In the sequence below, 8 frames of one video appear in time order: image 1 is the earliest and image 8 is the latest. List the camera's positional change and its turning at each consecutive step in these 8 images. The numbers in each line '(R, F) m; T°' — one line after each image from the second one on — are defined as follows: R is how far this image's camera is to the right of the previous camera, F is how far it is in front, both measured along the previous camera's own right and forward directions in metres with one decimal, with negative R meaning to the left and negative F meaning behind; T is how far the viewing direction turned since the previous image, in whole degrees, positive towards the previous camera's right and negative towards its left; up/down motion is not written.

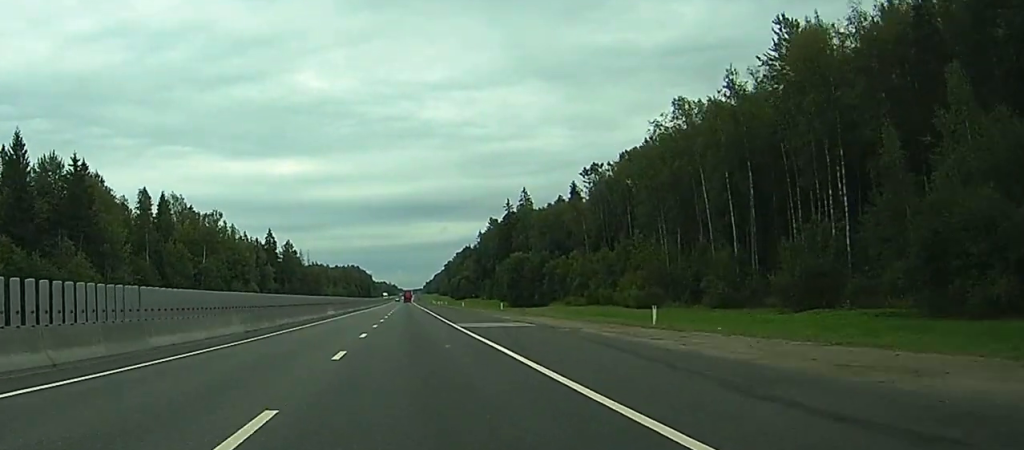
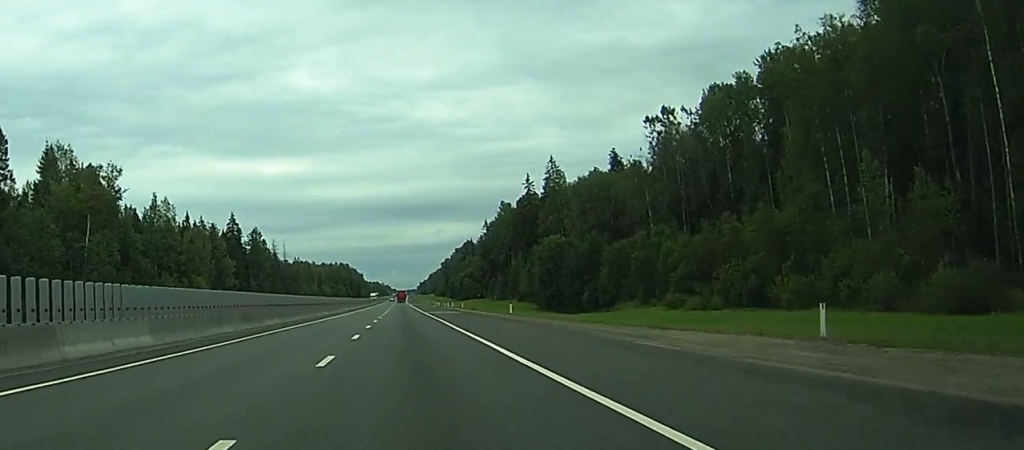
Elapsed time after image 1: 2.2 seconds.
(+0.3, +61.2) m; +1°
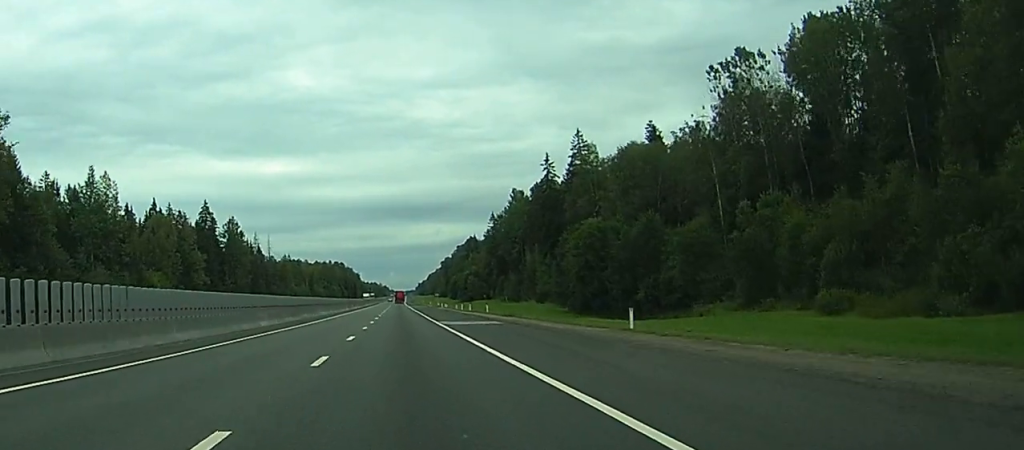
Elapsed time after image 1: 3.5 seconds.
(+0.2, +34.9) m; 0°
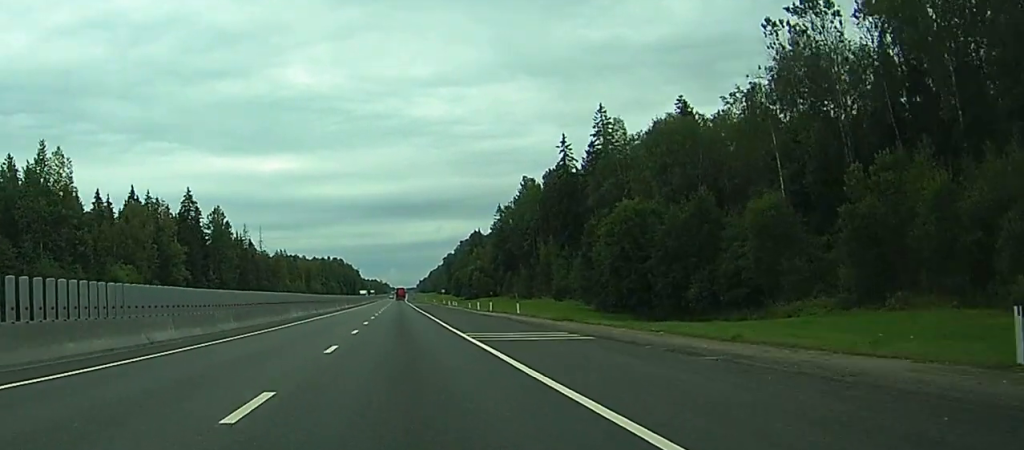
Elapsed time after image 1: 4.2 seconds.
(+0.1, +20.2) m; 0°
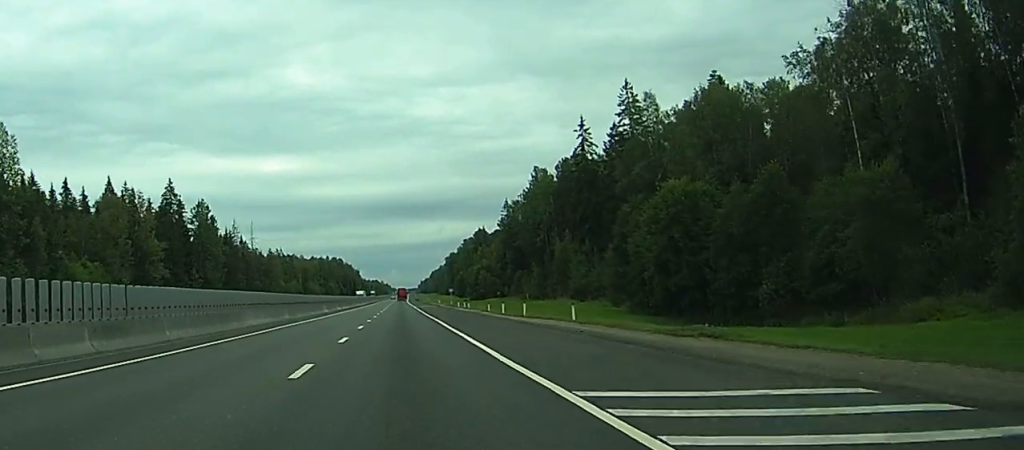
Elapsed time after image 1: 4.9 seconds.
(-0.1, +18.4) m; 0°
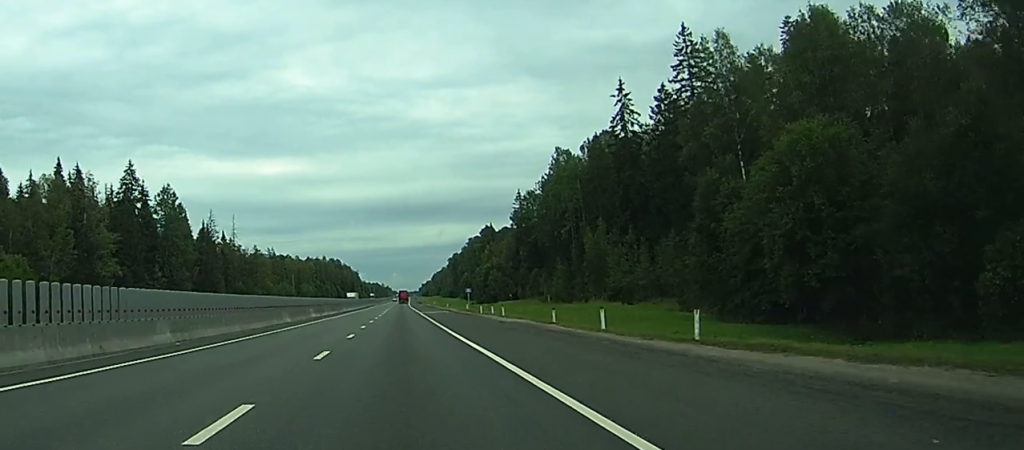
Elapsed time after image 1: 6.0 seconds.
(-0.1, +30.4) m; 0°
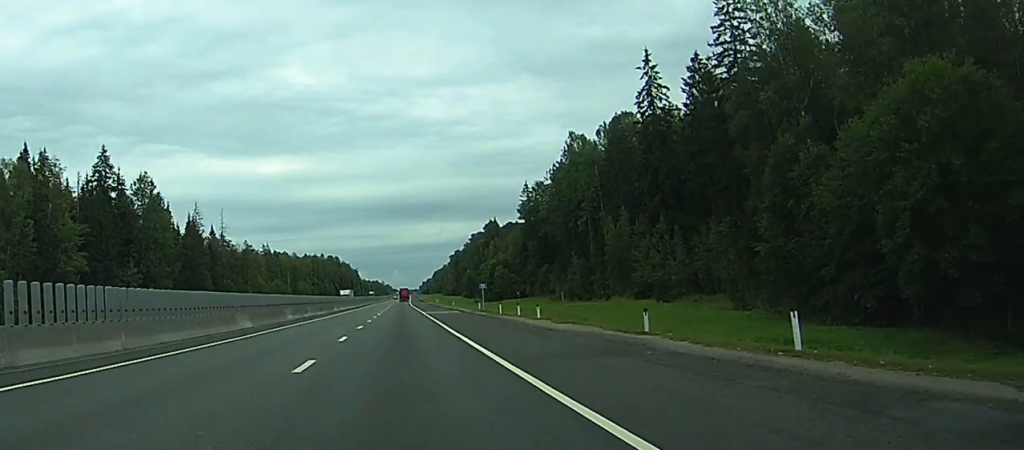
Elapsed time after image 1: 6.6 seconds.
(0.0, +15.7) m; 0°
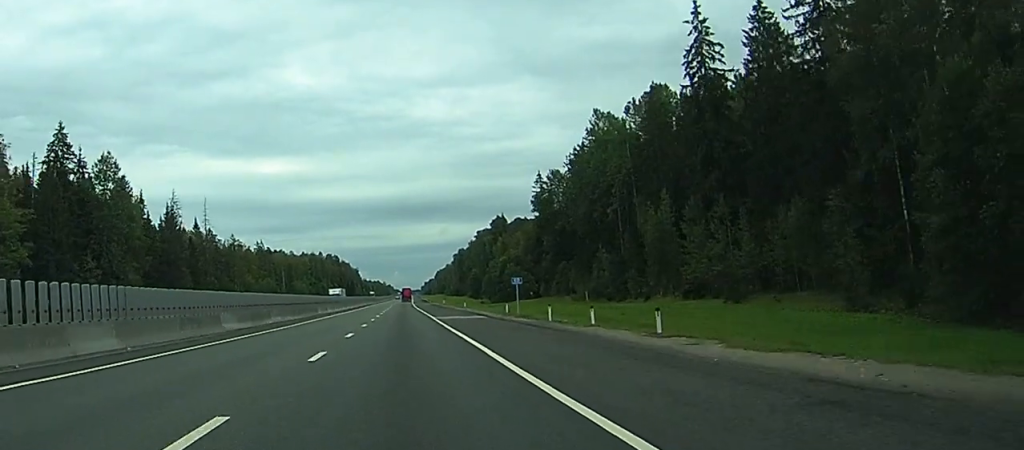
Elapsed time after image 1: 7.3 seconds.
(+0.1, +21.2) m; 0°
